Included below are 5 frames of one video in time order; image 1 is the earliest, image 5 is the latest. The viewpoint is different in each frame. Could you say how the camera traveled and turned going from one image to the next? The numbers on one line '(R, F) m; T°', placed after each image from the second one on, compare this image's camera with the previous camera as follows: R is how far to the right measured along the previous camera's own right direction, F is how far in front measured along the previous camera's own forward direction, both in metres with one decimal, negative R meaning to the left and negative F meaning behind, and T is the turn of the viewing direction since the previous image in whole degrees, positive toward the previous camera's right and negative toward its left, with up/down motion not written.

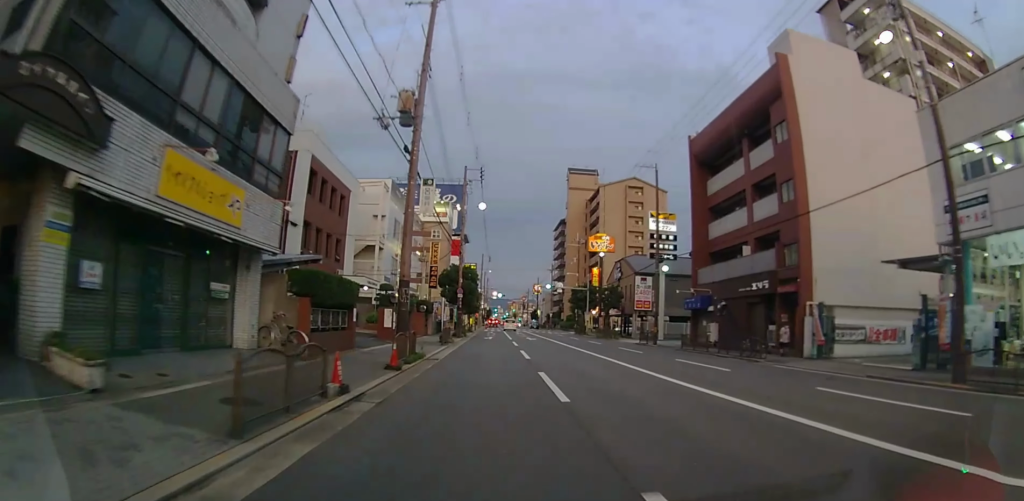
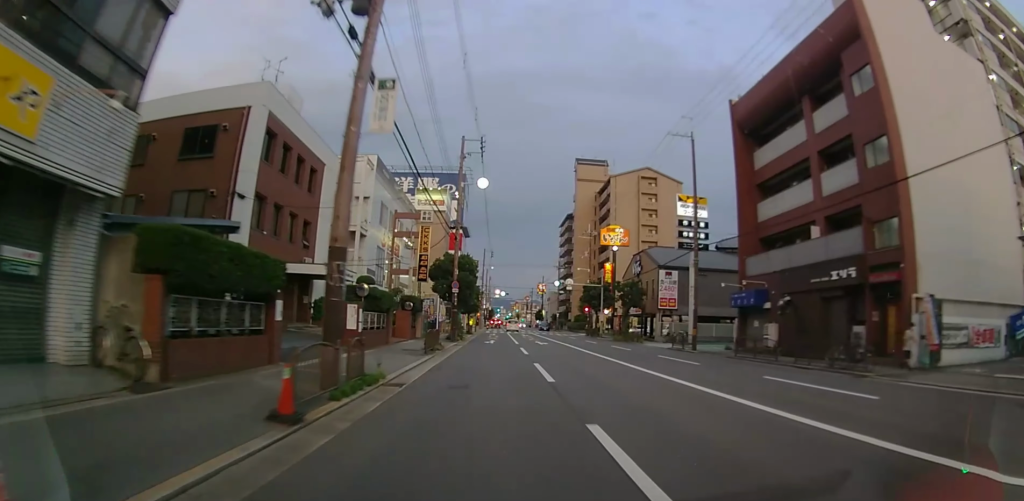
(+0.1, +6.8) m; -2°
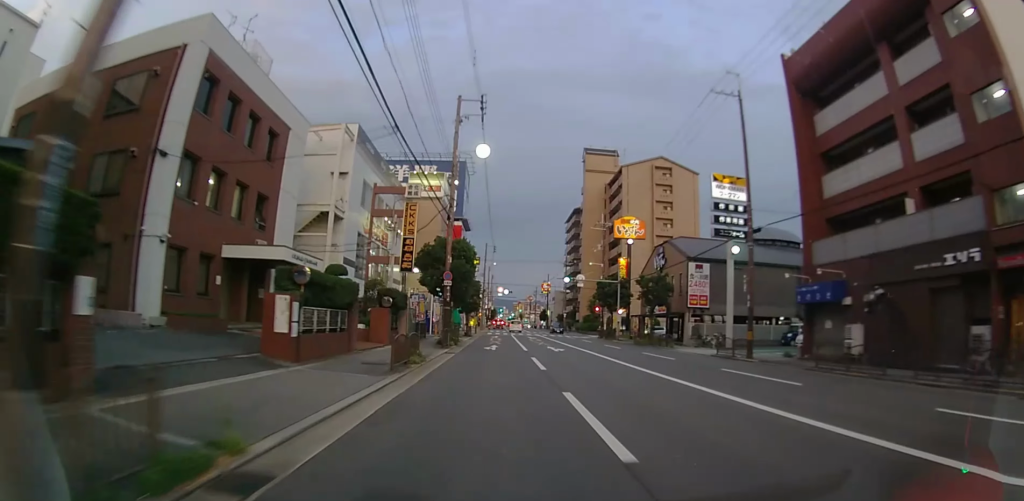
(-0.1, +7.0) m; -3°
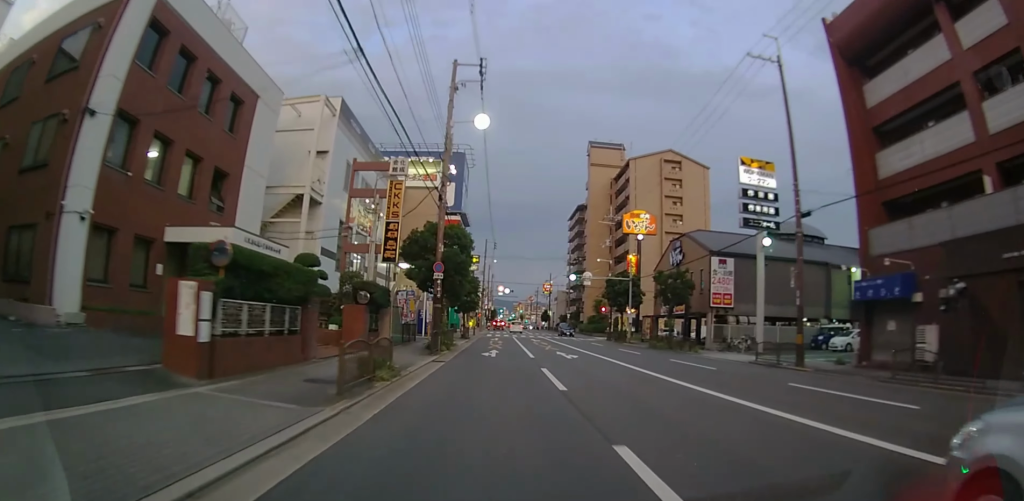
(-0.3, +4.2) m; -2°
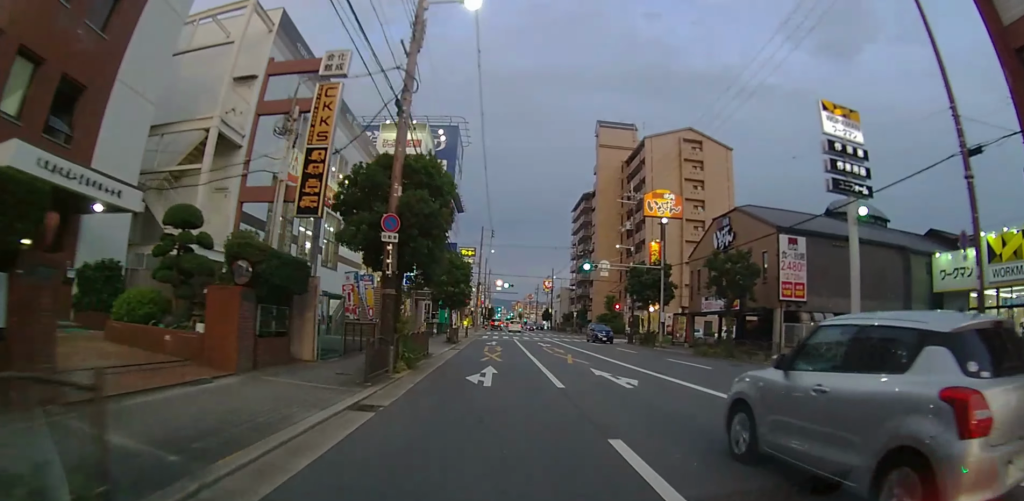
(+0.1, +9.3) m; +1°
